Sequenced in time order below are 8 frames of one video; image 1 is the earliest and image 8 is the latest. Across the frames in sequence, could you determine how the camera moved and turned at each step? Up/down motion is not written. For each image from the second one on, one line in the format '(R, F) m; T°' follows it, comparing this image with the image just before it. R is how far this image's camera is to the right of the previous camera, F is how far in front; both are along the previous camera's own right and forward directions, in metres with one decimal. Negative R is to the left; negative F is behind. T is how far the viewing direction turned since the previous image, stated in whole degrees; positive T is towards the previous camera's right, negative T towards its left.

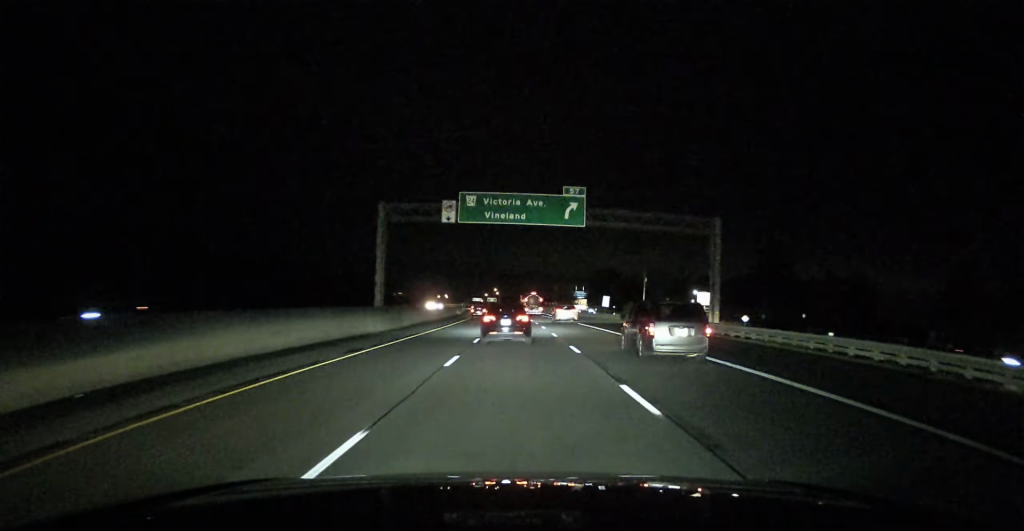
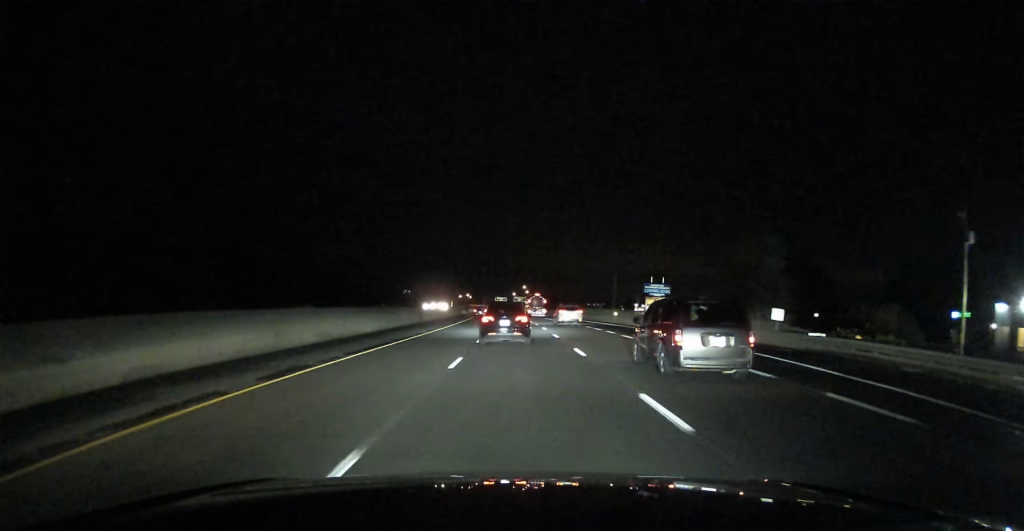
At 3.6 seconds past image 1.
(-3.6, +108.8) m; -2°
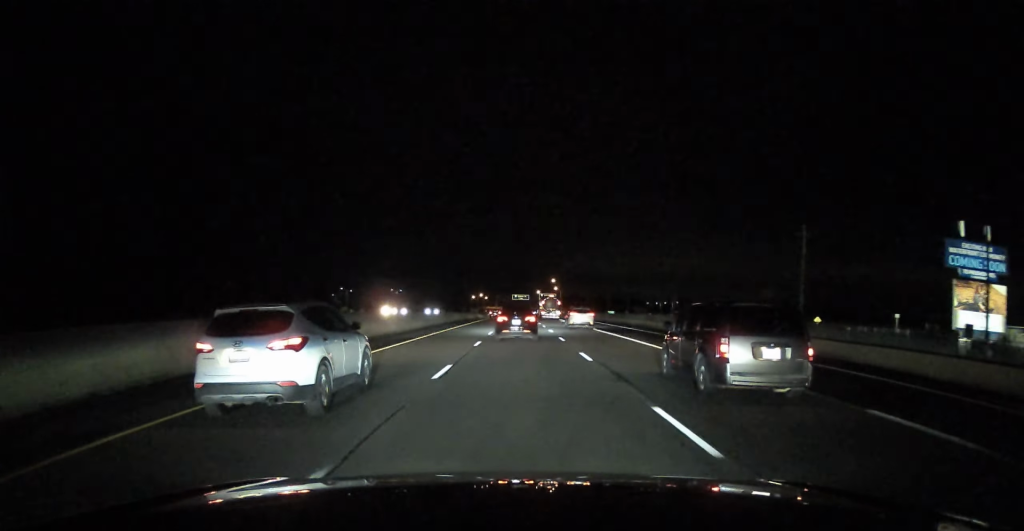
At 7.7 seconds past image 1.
(-2.5, +124.0) m; -1°
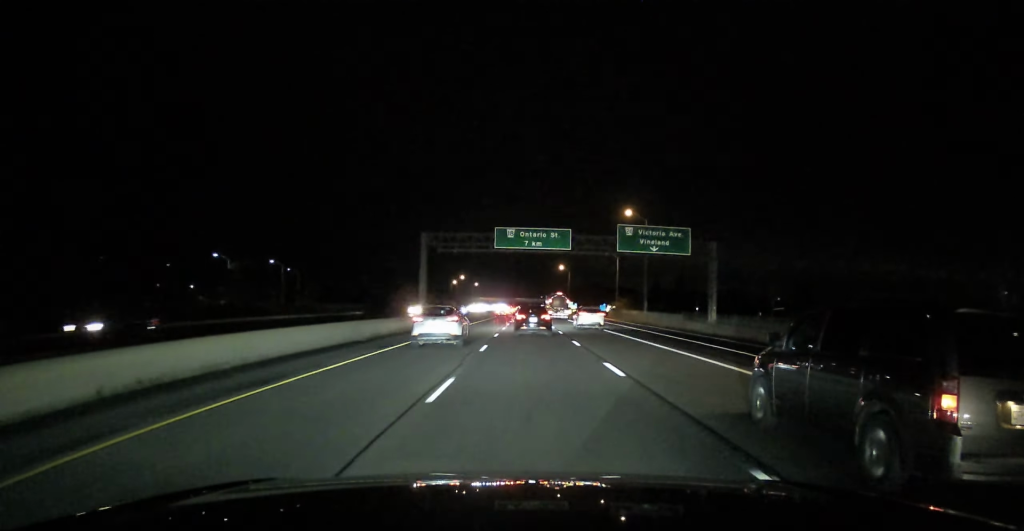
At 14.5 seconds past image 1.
(-1.3, +207.5) m; 0°
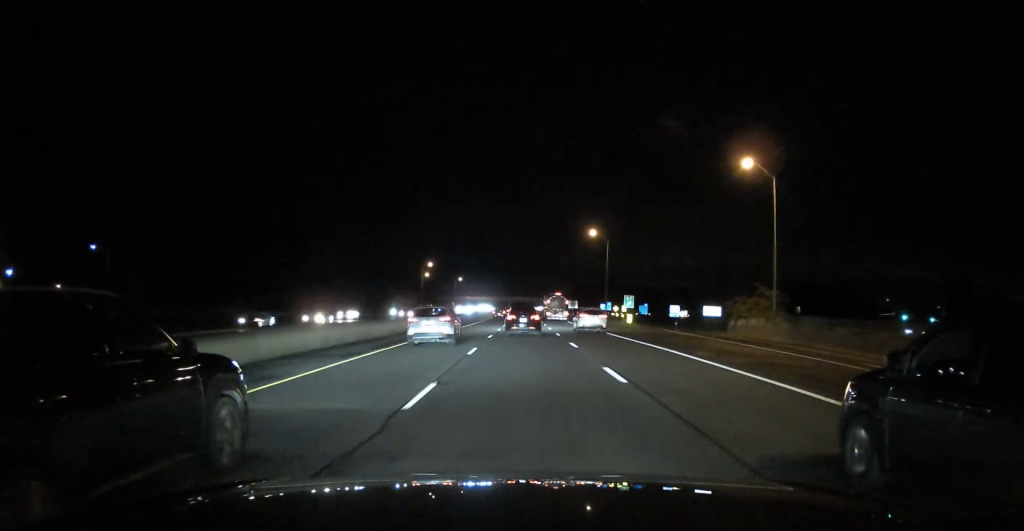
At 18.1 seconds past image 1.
(0.0, +108.3) m; 0°
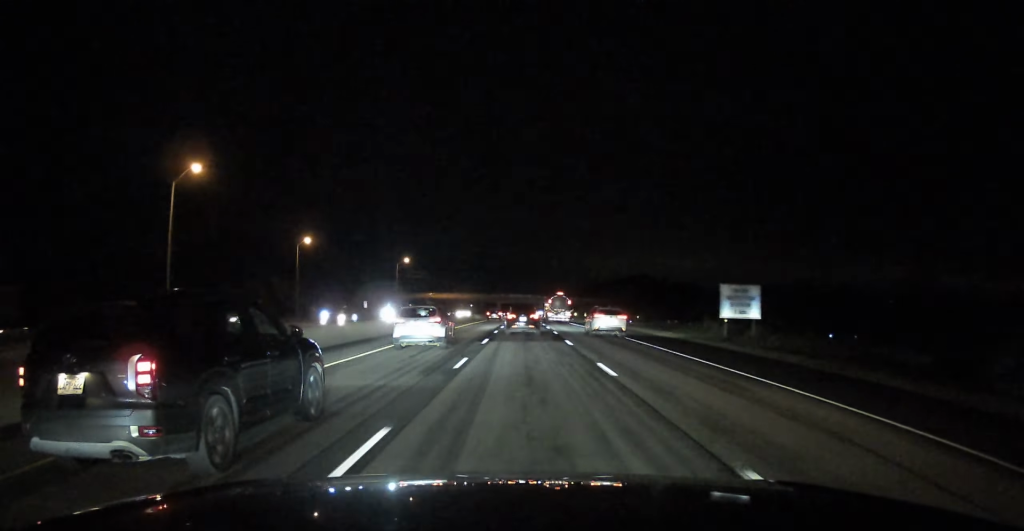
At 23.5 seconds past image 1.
(+0.5, +162.8) m; 0°
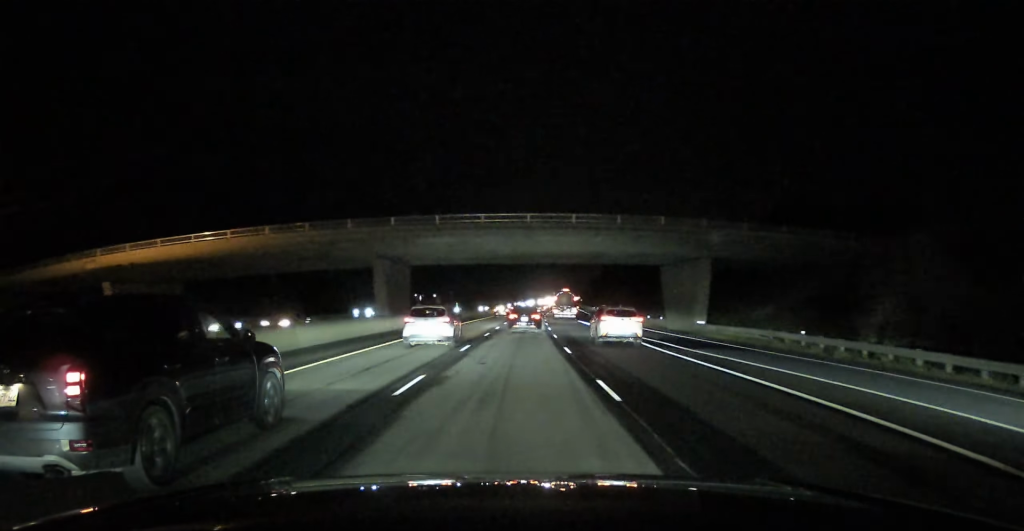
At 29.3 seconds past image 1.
(+0.6, +173.7) m; +1°
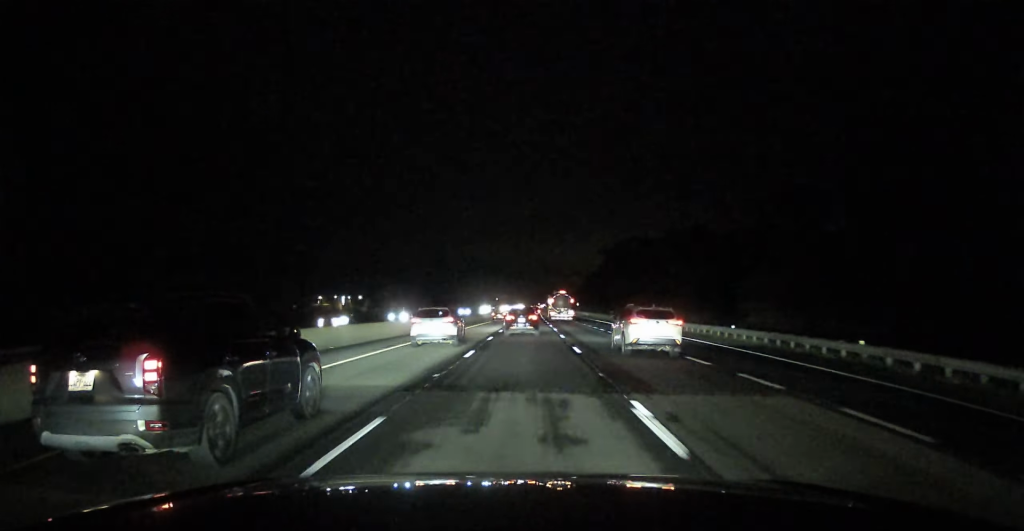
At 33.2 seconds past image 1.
(+1.9, +114.1) m; +1°
